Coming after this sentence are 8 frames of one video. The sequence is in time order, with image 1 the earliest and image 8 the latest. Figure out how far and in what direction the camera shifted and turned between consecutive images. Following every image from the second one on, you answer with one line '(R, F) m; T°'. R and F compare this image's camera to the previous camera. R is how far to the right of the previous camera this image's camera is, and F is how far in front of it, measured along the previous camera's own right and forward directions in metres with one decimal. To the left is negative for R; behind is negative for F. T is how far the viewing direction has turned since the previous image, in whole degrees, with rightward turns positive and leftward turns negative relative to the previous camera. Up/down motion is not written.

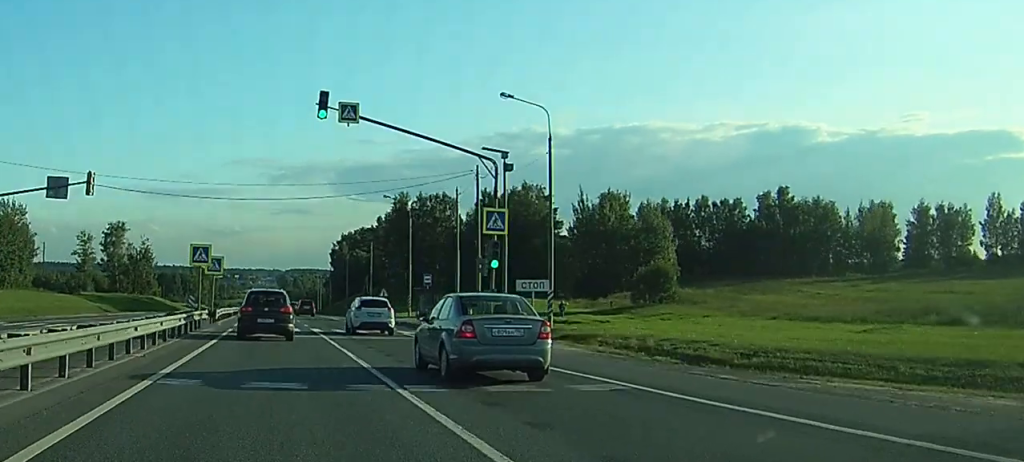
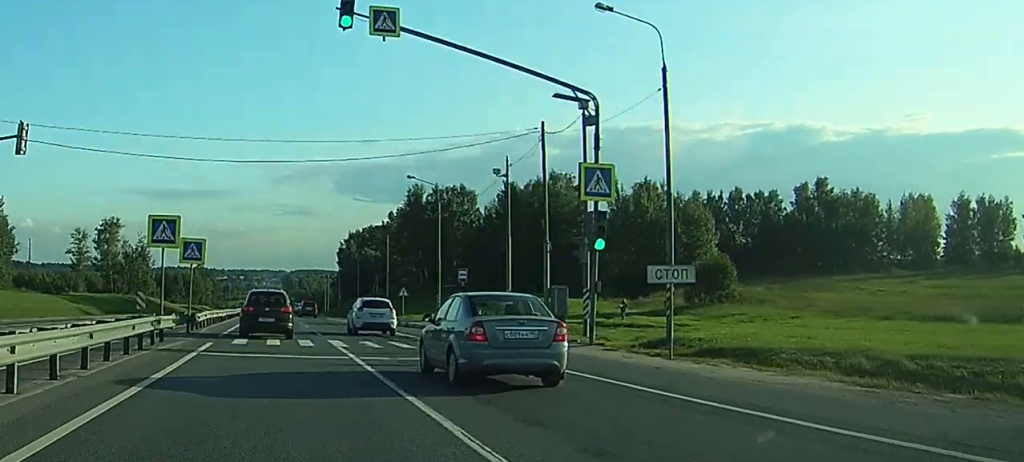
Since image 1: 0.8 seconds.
(+0.1, +11.6) m; 0°
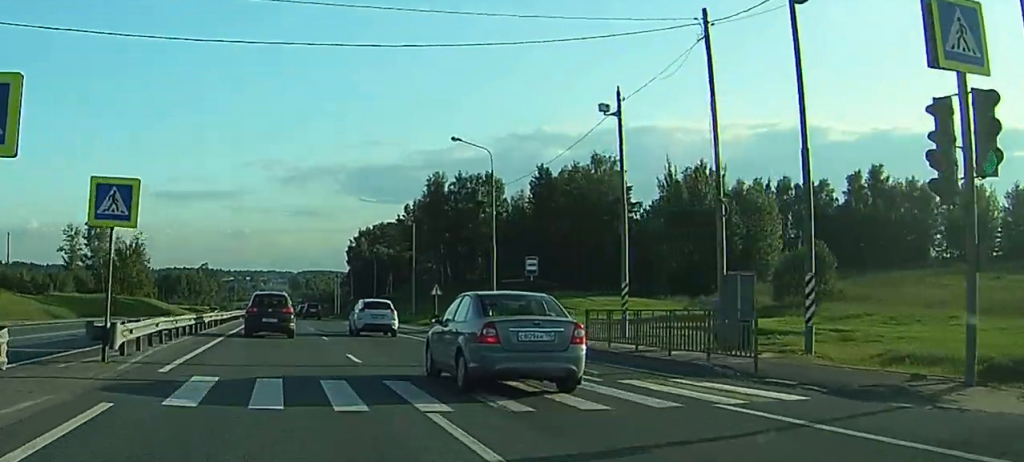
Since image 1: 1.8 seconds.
(-0.2, +14.7) m; -1°
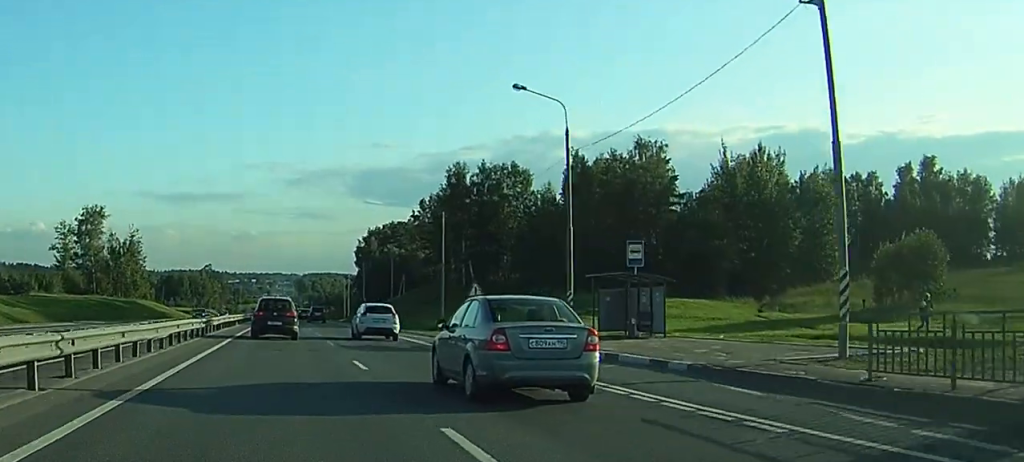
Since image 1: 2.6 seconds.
(-0.1, +12.5) m; -2°
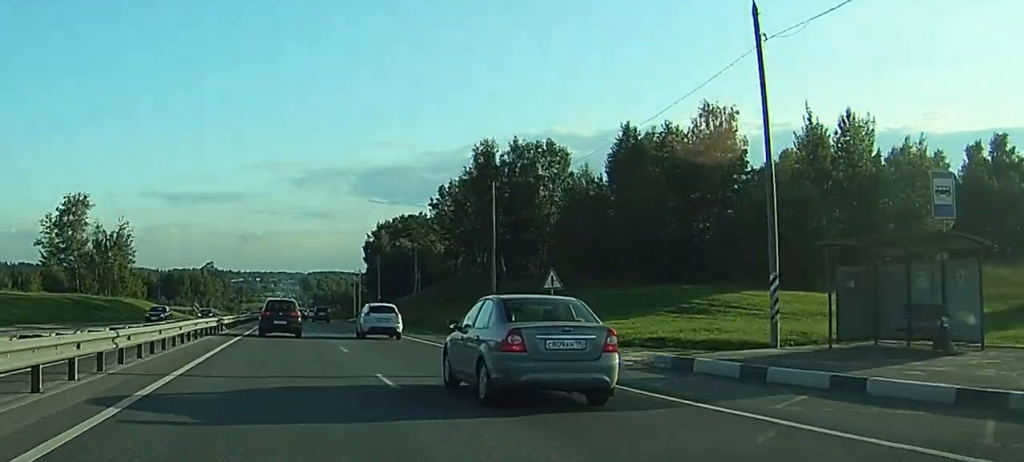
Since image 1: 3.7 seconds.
(-0.4, +15.8) m; -1°
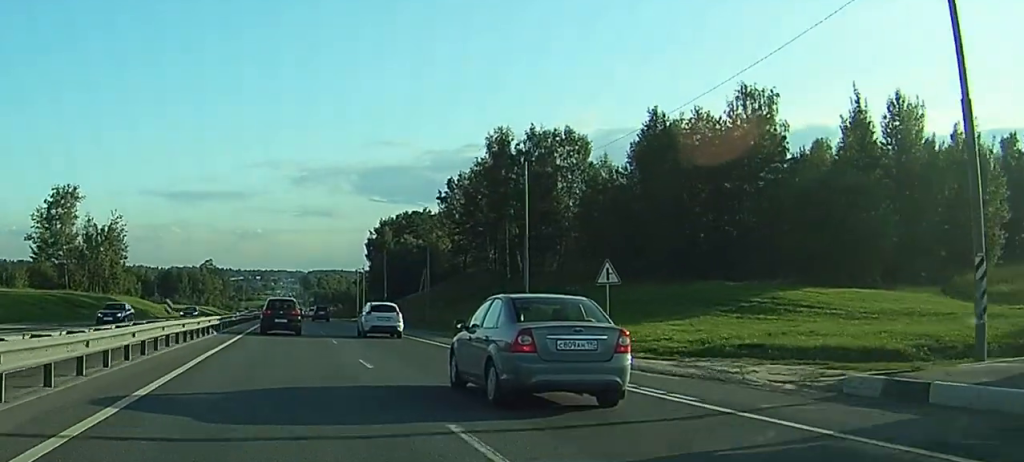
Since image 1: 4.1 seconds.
(0.0, +7.3) m; 0°
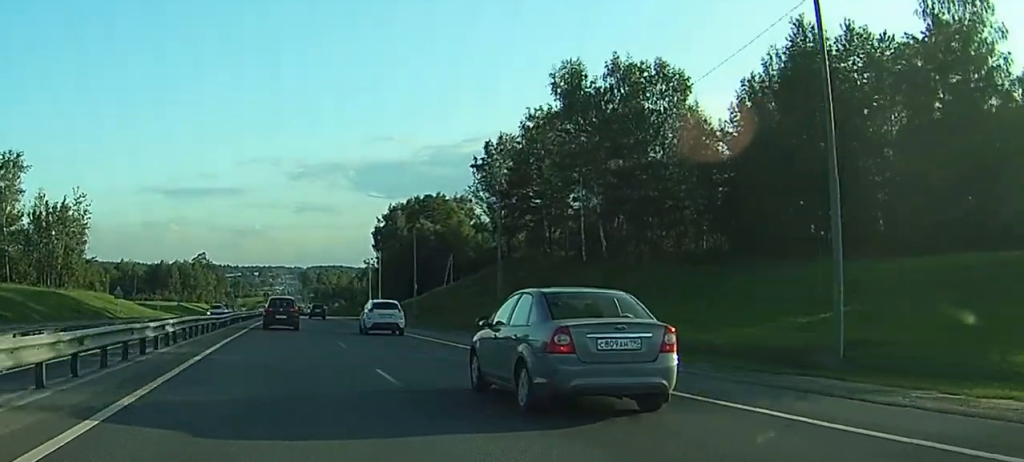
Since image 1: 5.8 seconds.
(0.0, +27.4) m; 0°
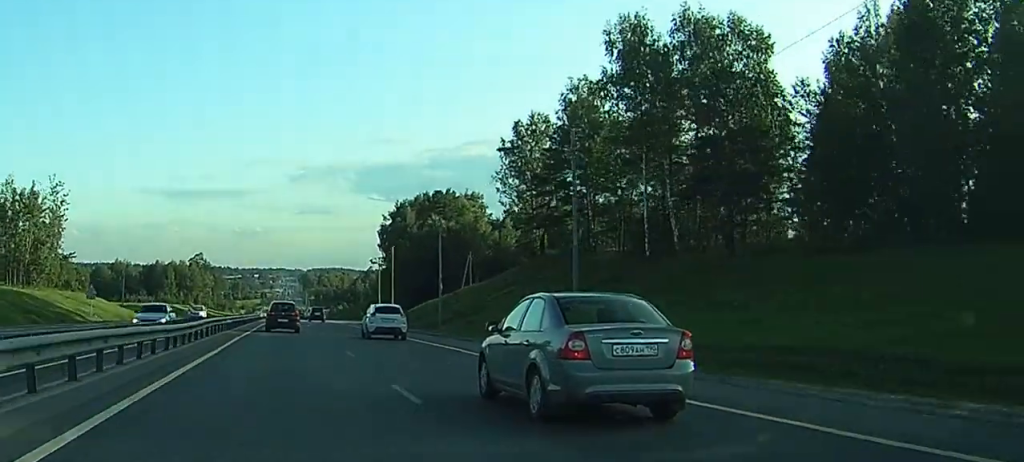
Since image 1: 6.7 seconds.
(0.0, +13.9) m; 0°
